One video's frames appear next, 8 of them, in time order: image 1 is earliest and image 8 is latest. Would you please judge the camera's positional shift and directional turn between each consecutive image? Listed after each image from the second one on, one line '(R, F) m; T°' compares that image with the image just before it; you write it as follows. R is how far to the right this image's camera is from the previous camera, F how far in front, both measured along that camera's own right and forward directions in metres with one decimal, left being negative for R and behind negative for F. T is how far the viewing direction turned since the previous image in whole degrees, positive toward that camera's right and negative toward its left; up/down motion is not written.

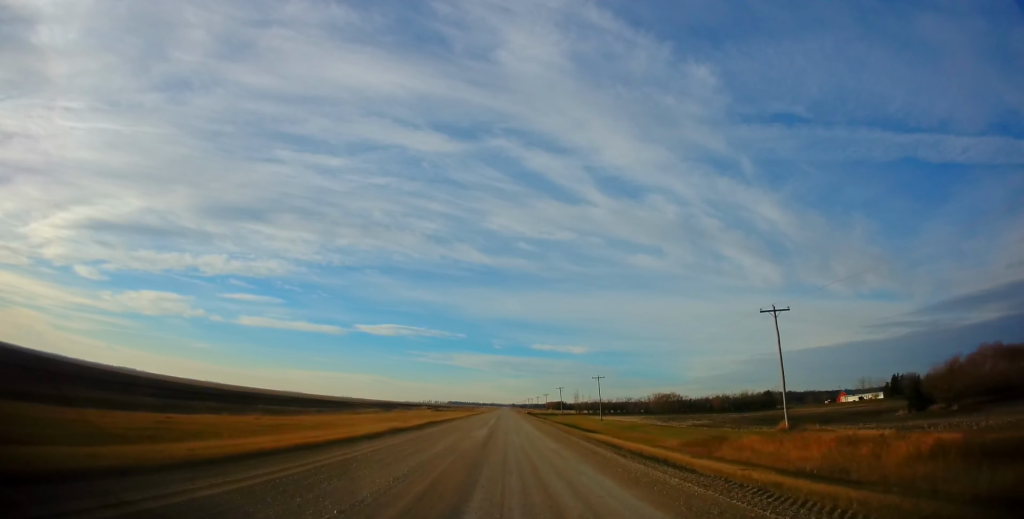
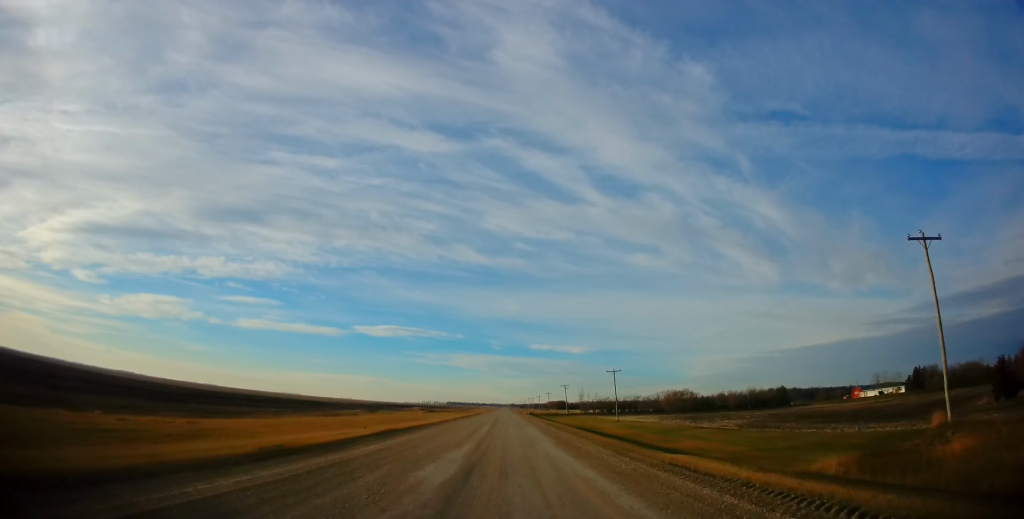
(+0.2, +16.8) m; +1°
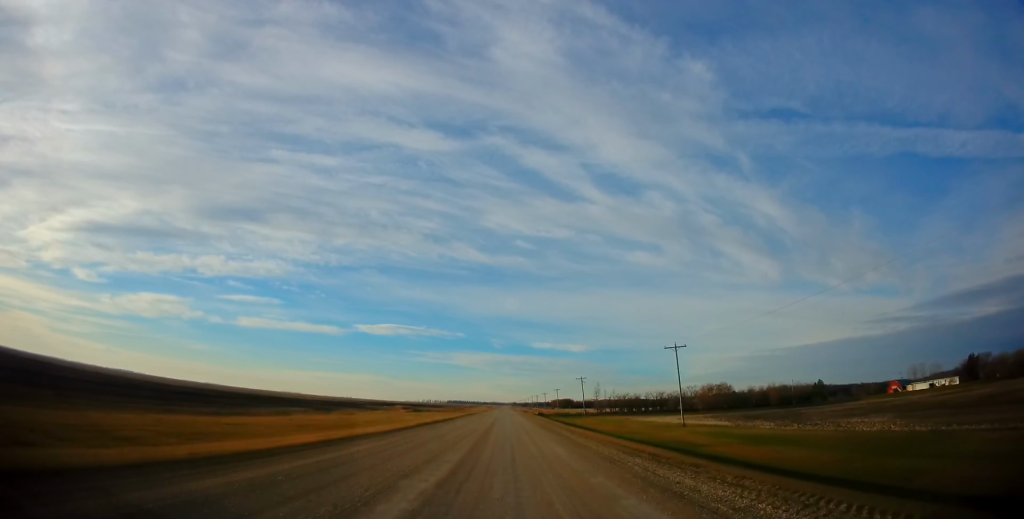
(-0.2, +34.7) m; -1°
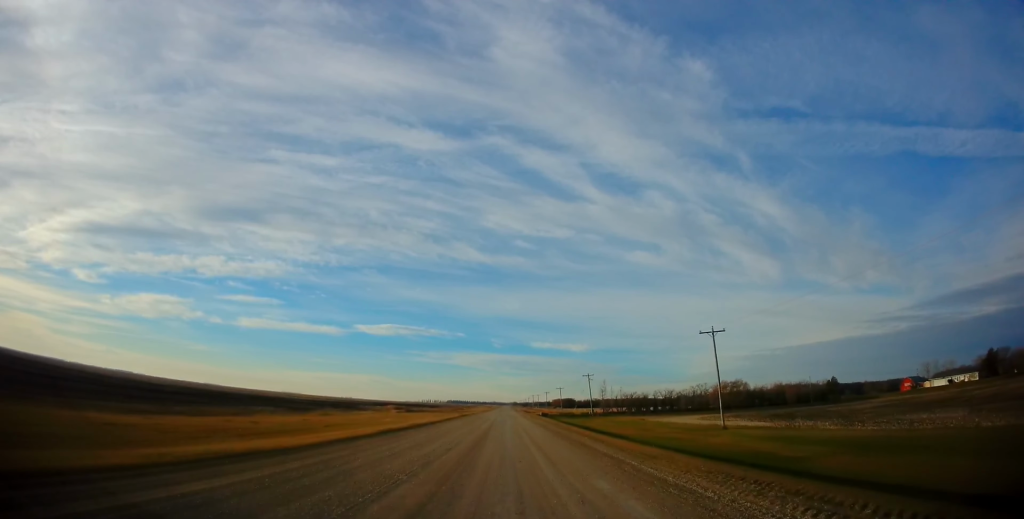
(-0.3, +11.3) m; 0°
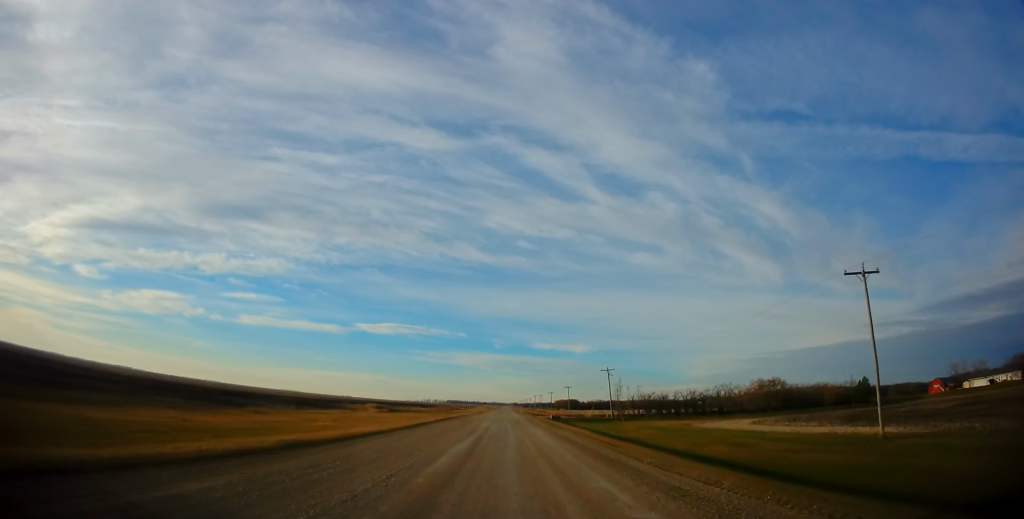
(+0.3, +22.4) m; 0°
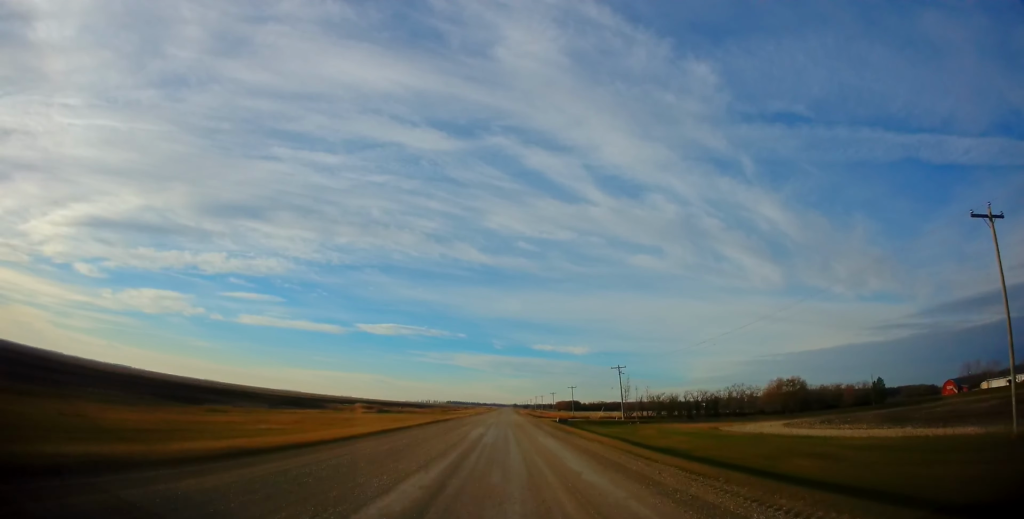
(+0.1, +9.6) m; 0°
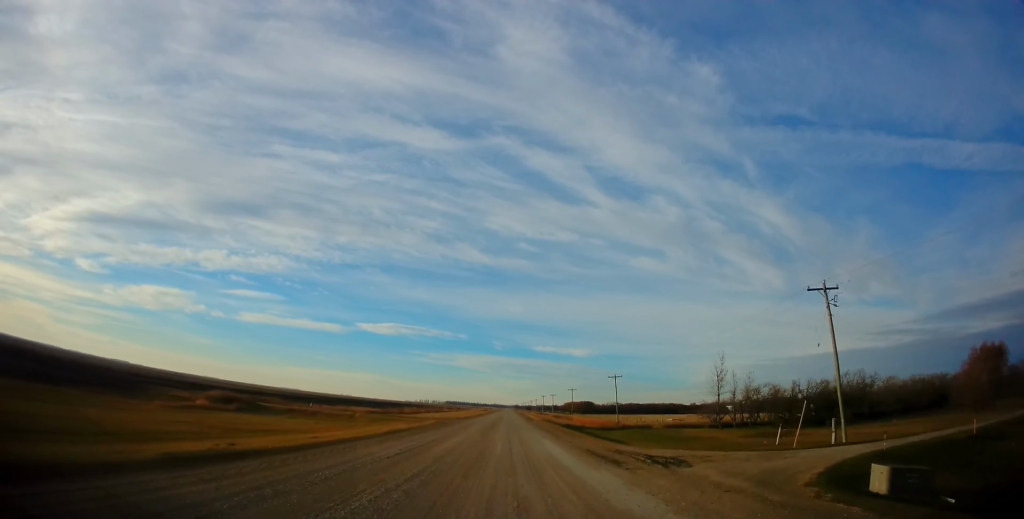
(-0.8, +58.5) m; 0°
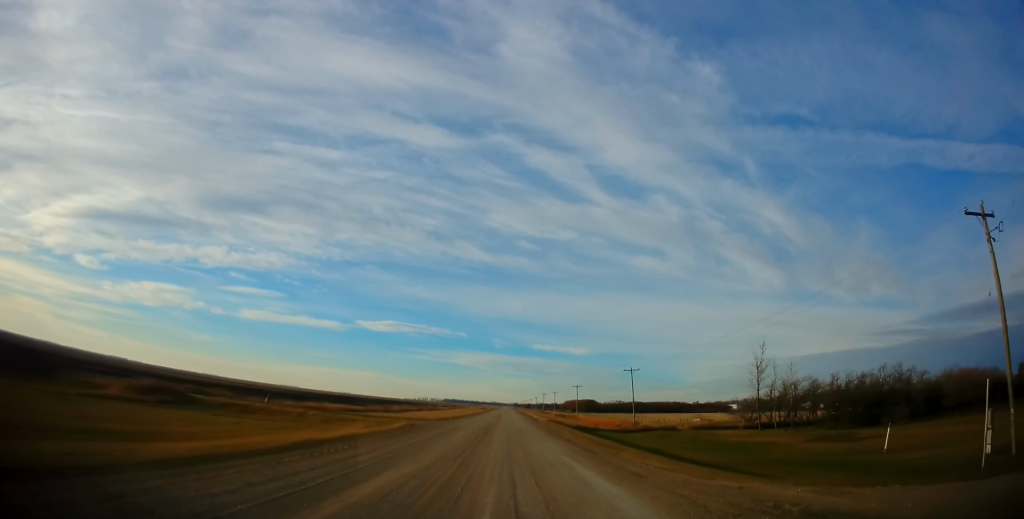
(0.0, +12.1) m; 0°
